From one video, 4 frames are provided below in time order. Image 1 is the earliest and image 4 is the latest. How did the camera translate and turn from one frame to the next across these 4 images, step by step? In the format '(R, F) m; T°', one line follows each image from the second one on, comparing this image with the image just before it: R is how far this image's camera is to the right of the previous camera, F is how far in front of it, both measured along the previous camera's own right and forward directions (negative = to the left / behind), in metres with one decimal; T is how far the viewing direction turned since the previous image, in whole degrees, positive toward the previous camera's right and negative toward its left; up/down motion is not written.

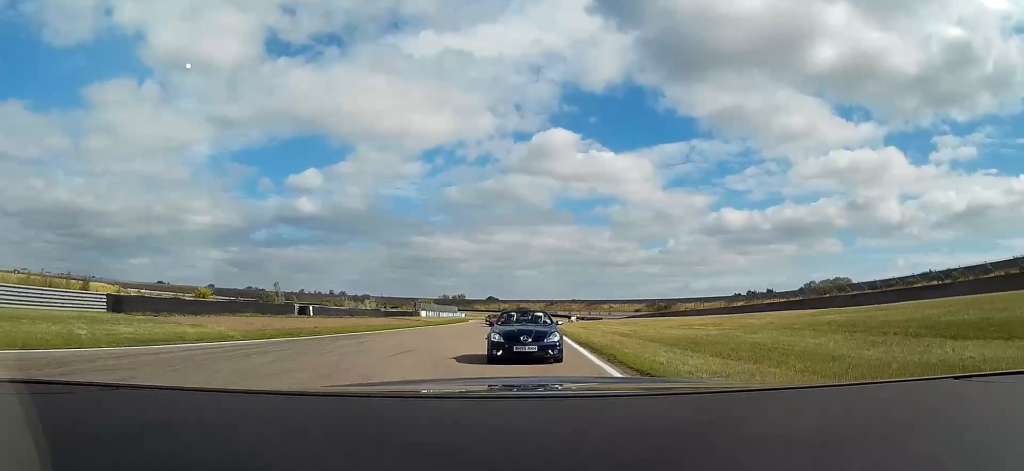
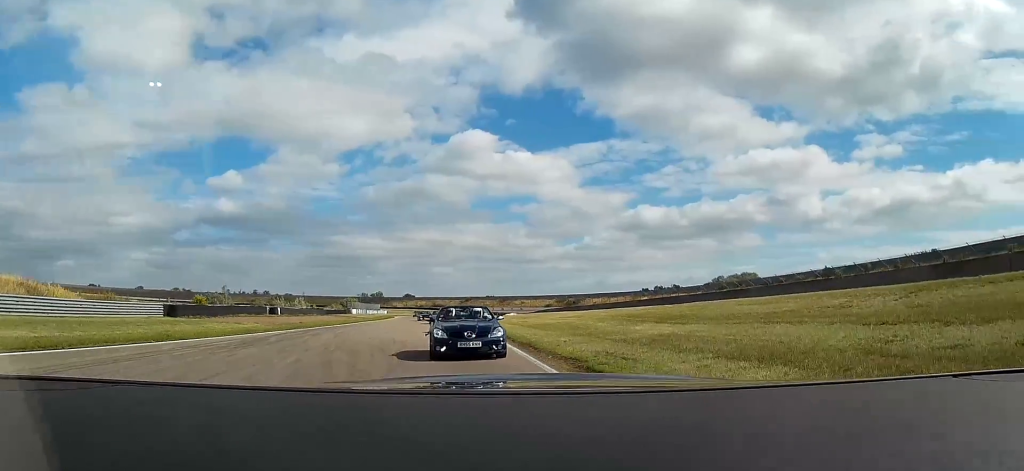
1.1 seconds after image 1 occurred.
(+0.1, +17.1) m; +6°
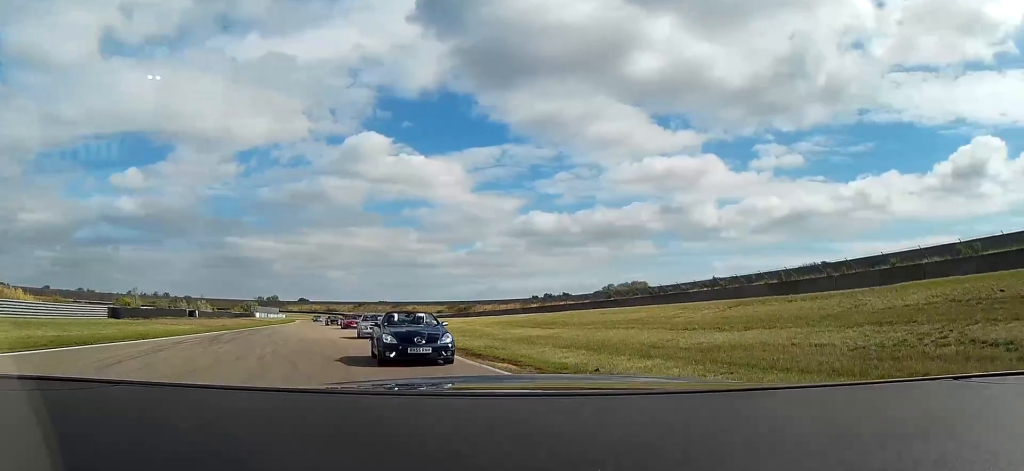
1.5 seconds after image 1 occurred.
(-0.7, +6.8) m; +4°
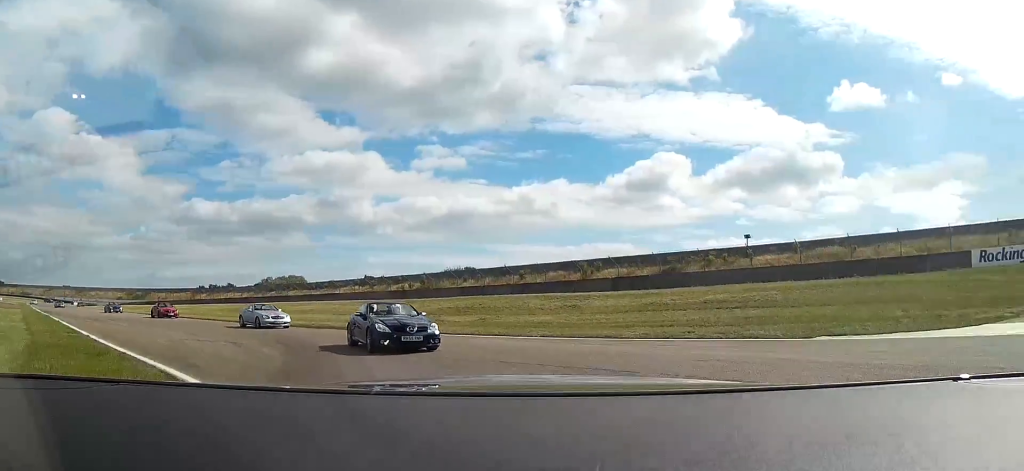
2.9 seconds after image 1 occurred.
(+5.9, +21.4) m; +27°
